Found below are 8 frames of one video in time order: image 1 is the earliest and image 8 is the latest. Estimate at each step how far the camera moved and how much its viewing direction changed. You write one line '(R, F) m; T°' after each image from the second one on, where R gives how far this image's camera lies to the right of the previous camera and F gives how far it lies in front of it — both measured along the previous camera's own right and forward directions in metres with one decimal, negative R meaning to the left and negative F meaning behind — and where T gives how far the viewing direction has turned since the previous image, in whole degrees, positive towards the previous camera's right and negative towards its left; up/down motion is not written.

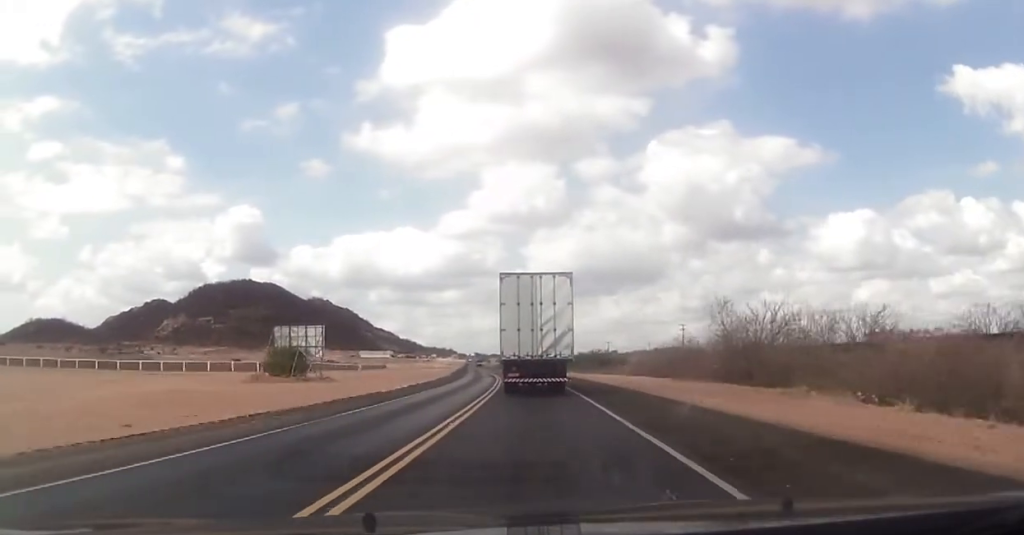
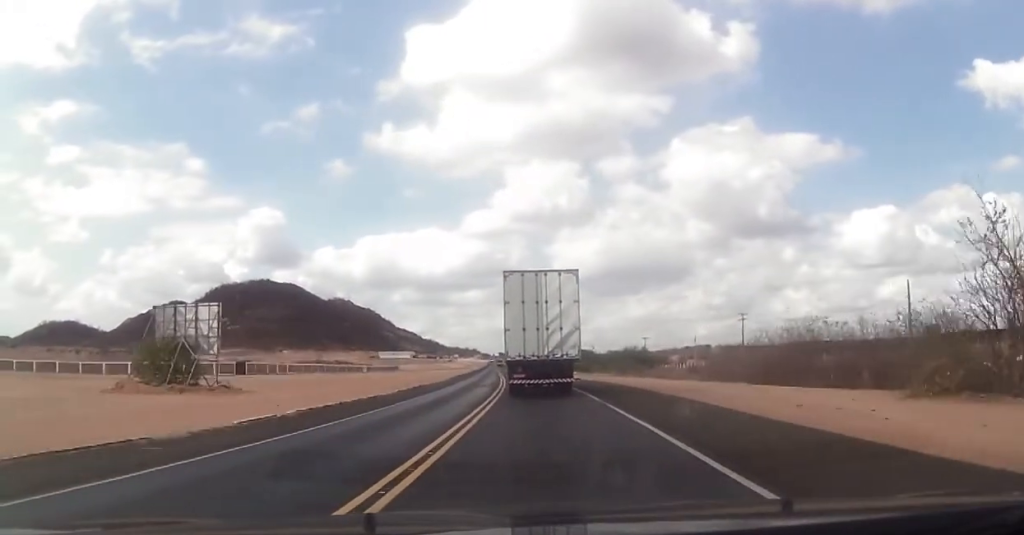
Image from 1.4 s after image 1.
(-0.3, +26.7) m; -2°
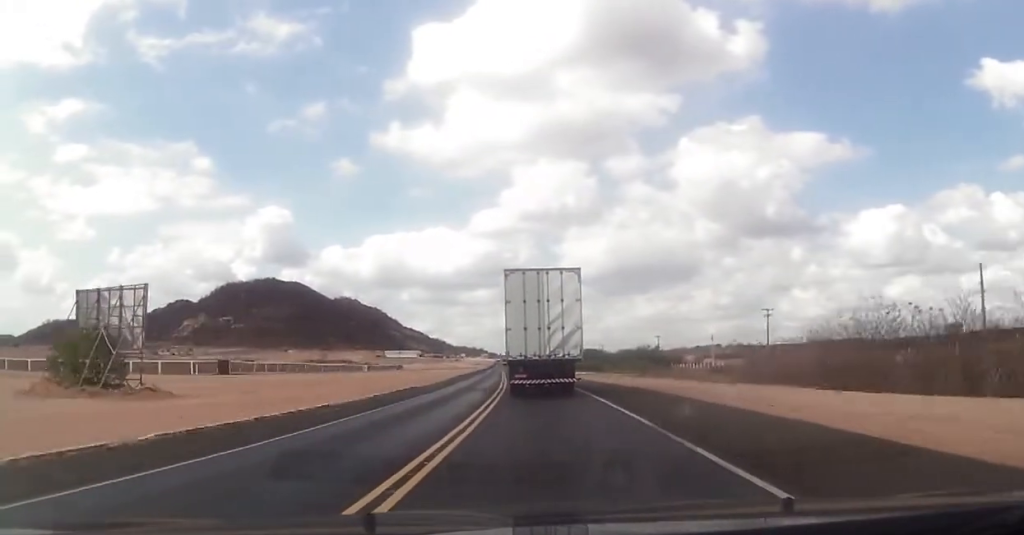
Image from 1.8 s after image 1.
(-0.1, +9.2) m; -1°
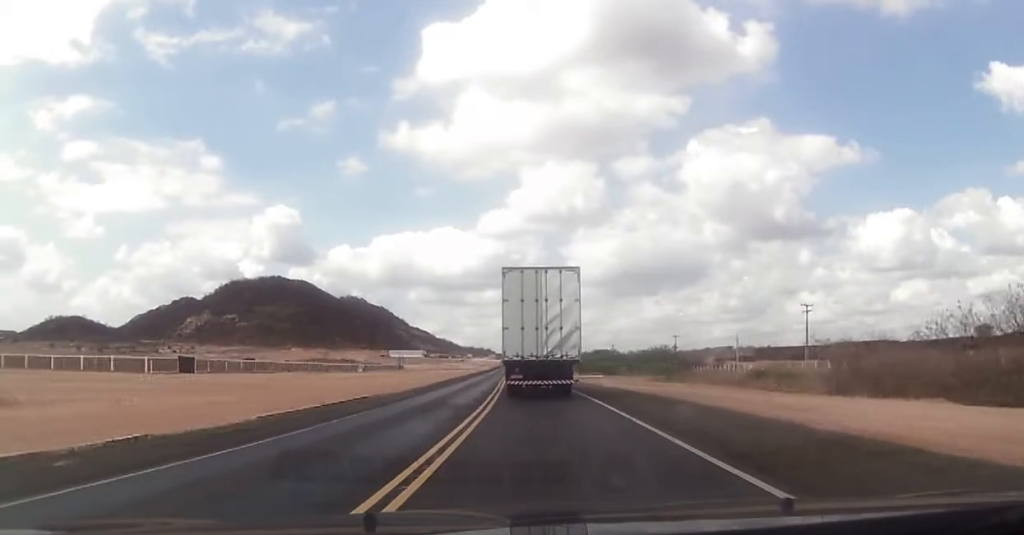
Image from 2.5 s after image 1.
(-0.3, +13.2) m; -1°
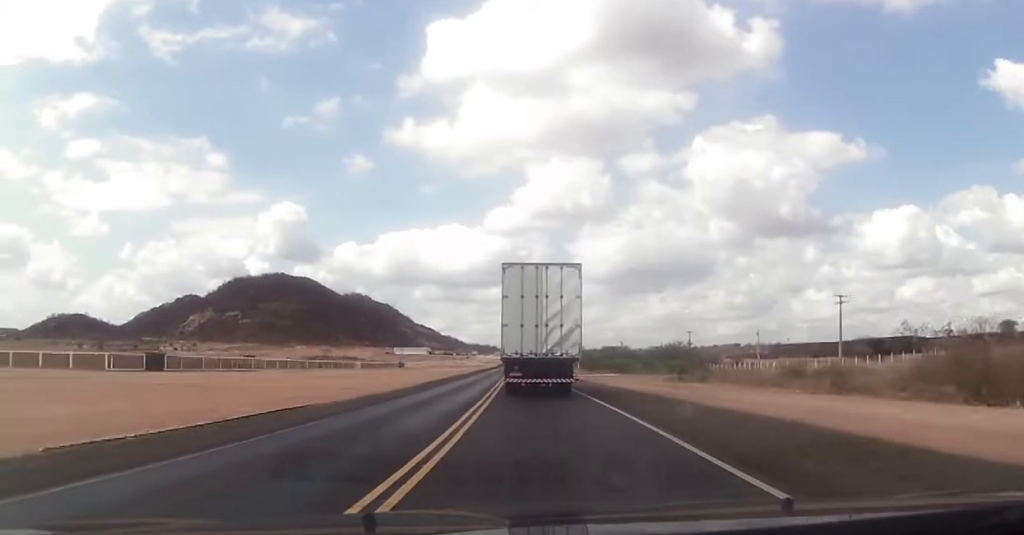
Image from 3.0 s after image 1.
(0.0, +9.4) m; -1°
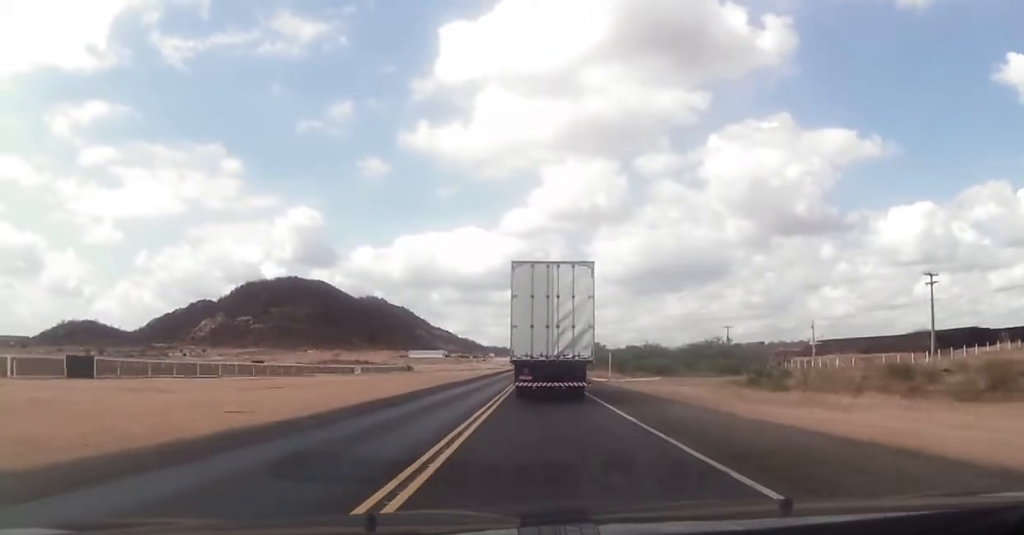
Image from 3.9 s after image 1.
(-0.1, +18.1) m; -1°
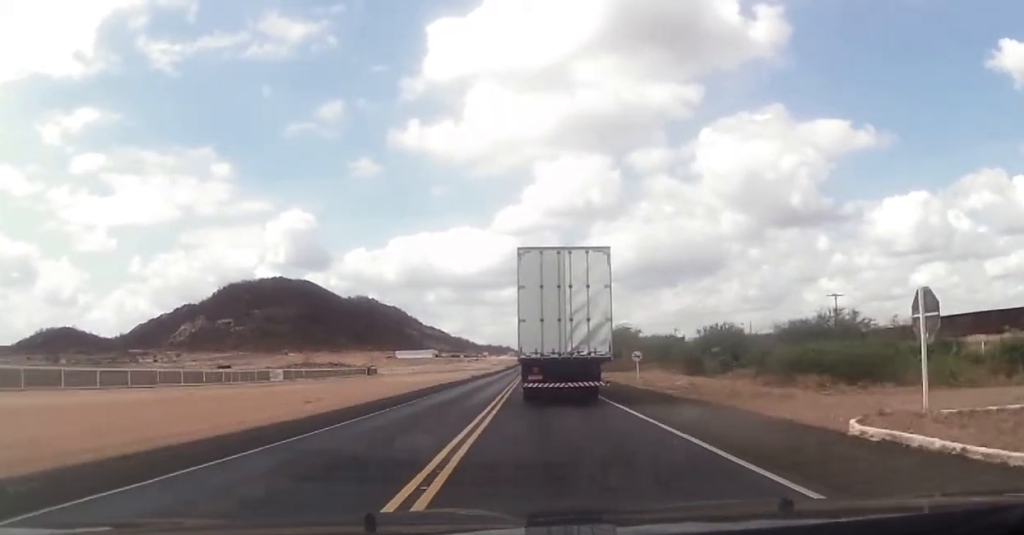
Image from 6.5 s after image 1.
(-0.8, +54.0) m; -2°
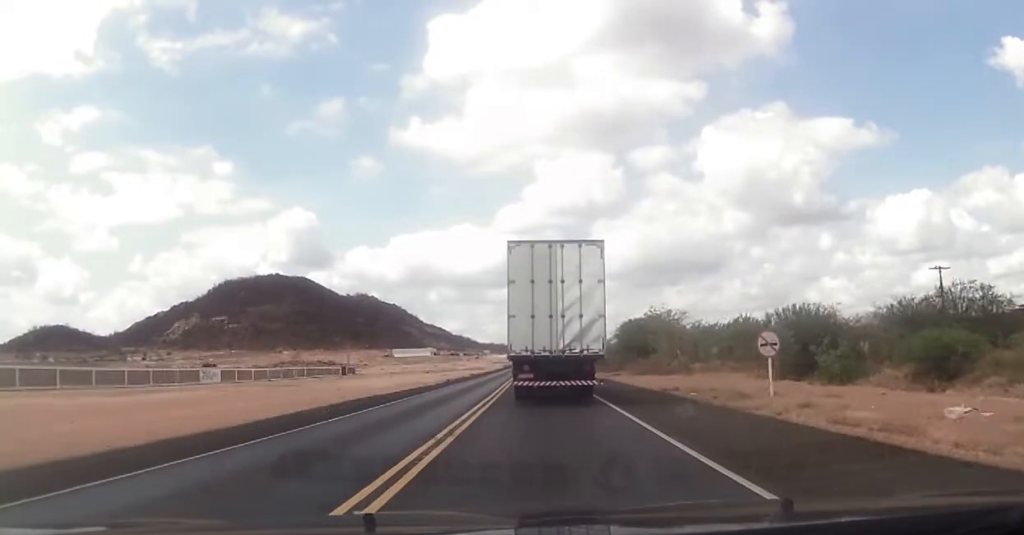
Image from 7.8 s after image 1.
(-0.5, +25.9) m; 0°
